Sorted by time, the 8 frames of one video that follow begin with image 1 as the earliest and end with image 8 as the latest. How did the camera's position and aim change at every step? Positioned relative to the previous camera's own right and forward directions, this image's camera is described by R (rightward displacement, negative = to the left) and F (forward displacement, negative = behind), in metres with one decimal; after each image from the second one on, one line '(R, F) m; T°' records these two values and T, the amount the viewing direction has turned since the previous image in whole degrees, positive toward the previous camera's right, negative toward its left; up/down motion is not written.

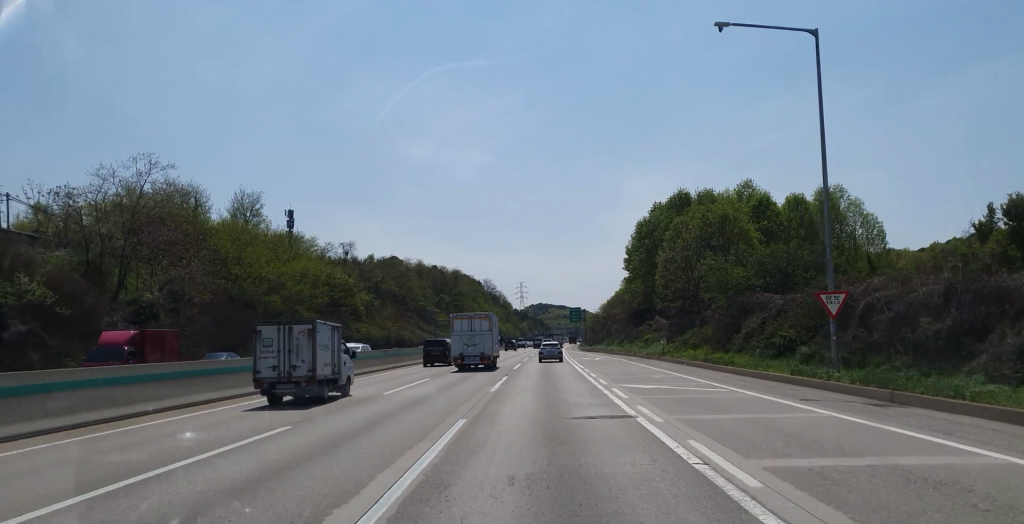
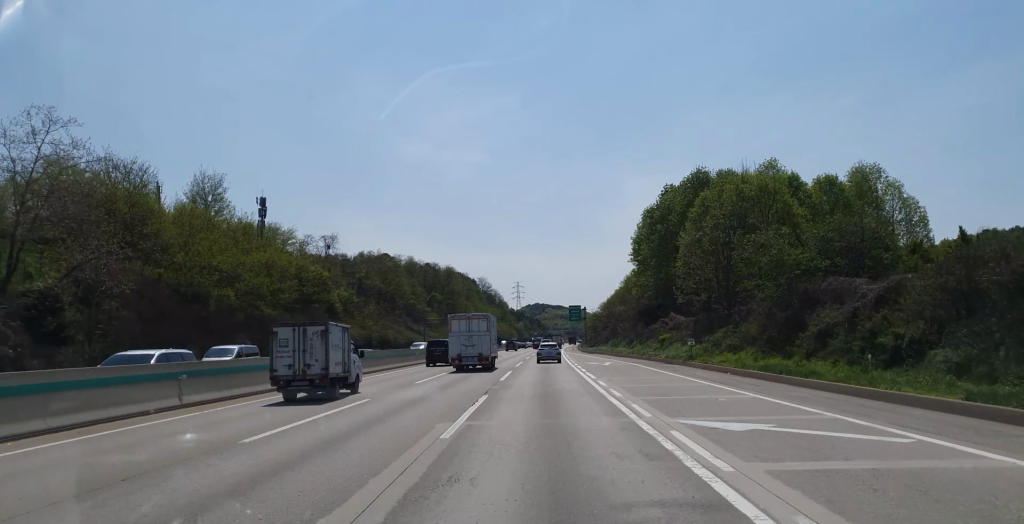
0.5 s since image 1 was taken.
(0.0, +12.4) m; 0°
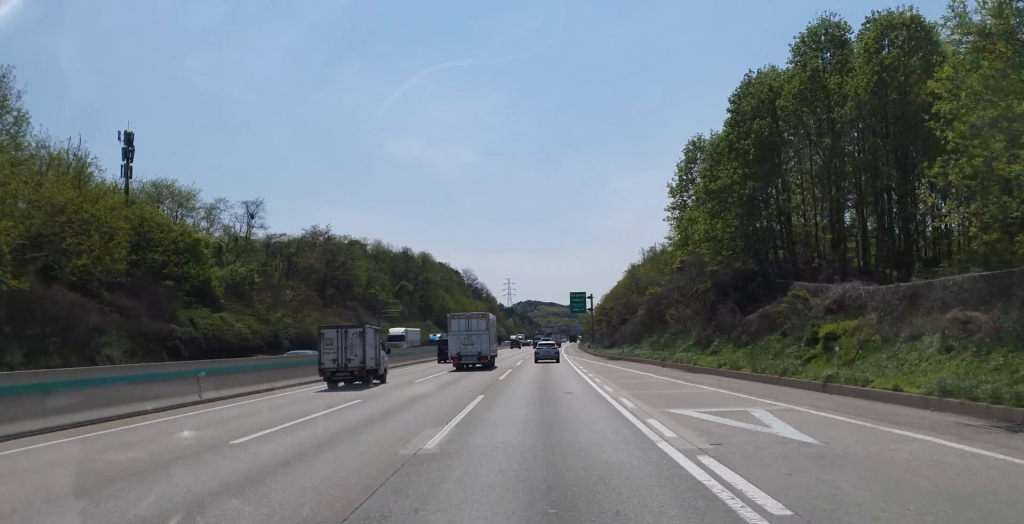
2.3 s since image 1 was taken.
(0.0, +39.8) m; 0°
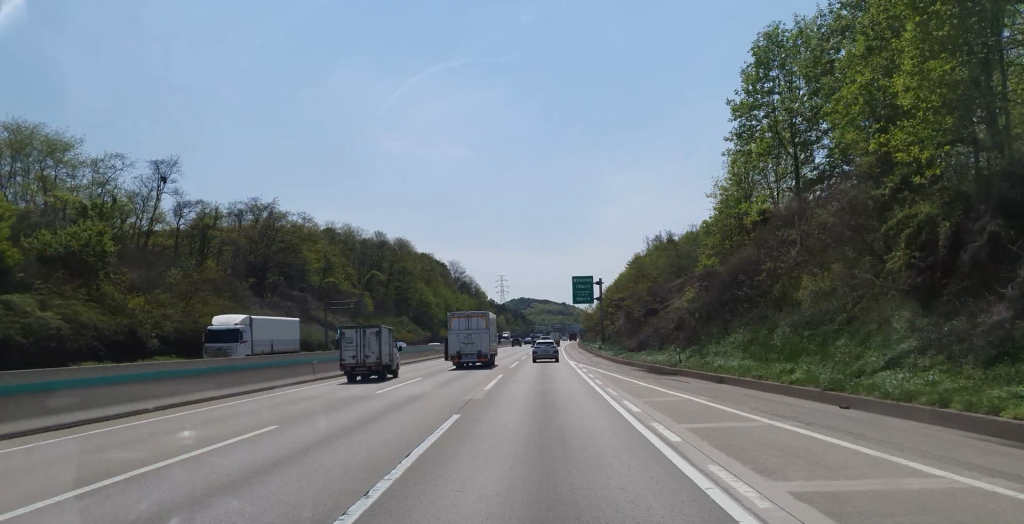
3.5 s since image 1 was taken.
(0.0, +27.5) m; 0°
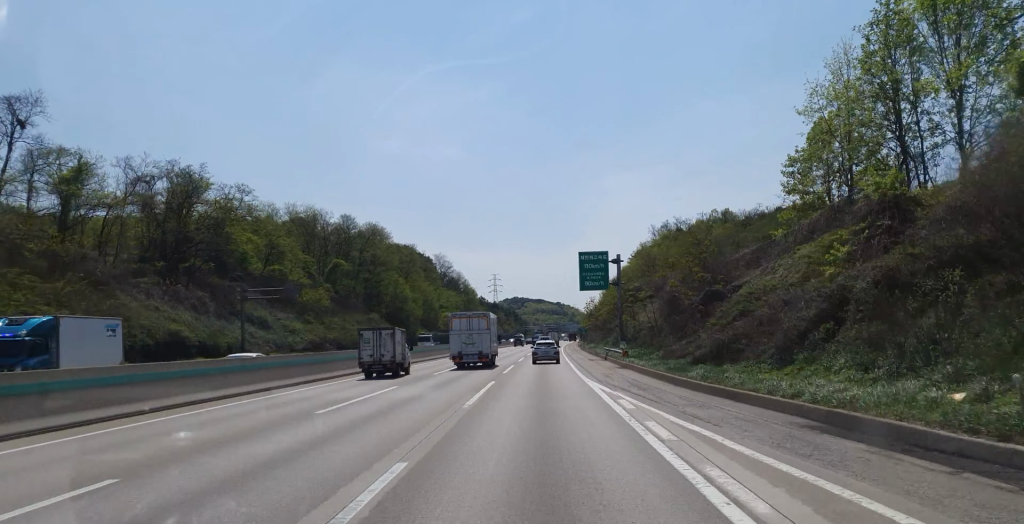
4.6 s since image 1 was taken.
(+0.2, +25.8) m; +1°
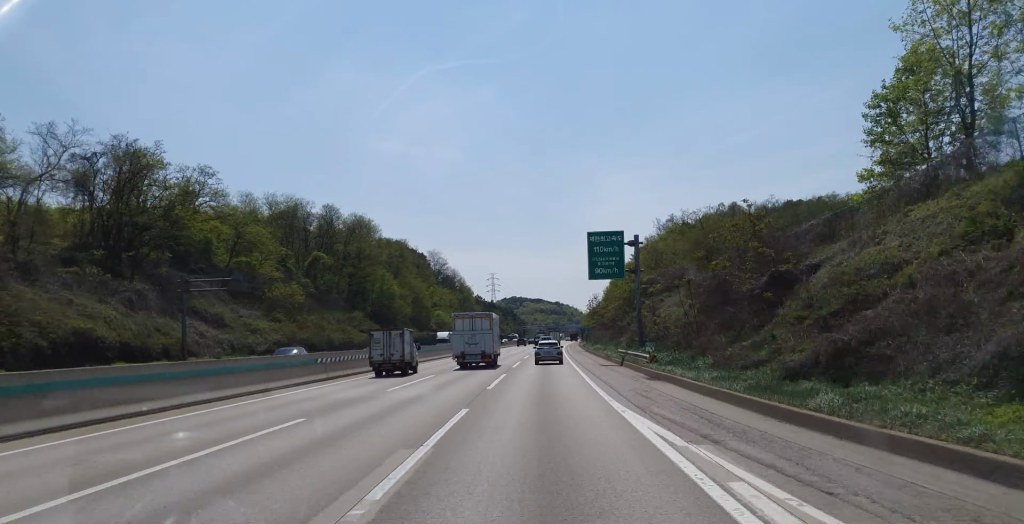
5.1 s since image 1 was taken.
(+0.1, +12.1) m; 0°
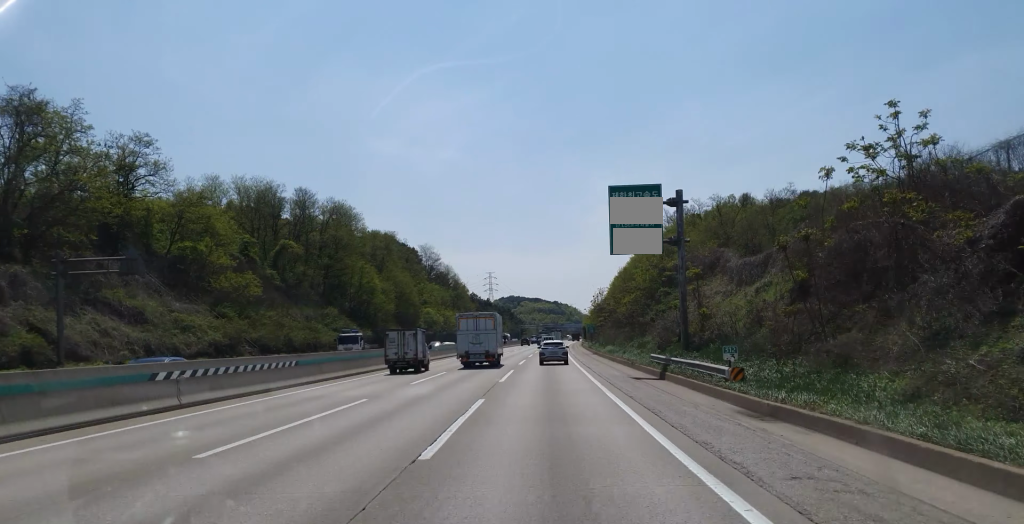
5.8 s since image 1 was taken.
(0.0, +15.7) m; 0°
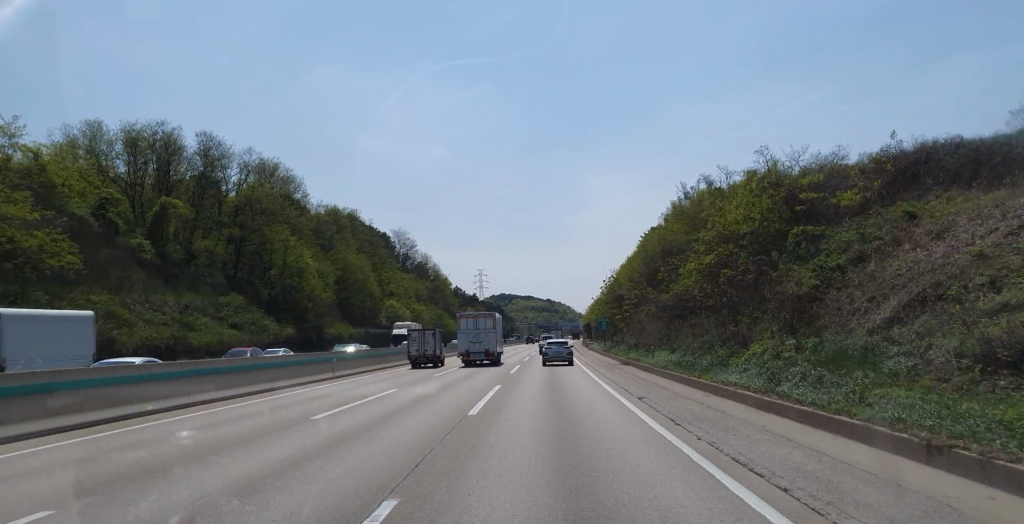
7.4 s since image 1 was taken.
(+0.3, +34.3) m; 0°
